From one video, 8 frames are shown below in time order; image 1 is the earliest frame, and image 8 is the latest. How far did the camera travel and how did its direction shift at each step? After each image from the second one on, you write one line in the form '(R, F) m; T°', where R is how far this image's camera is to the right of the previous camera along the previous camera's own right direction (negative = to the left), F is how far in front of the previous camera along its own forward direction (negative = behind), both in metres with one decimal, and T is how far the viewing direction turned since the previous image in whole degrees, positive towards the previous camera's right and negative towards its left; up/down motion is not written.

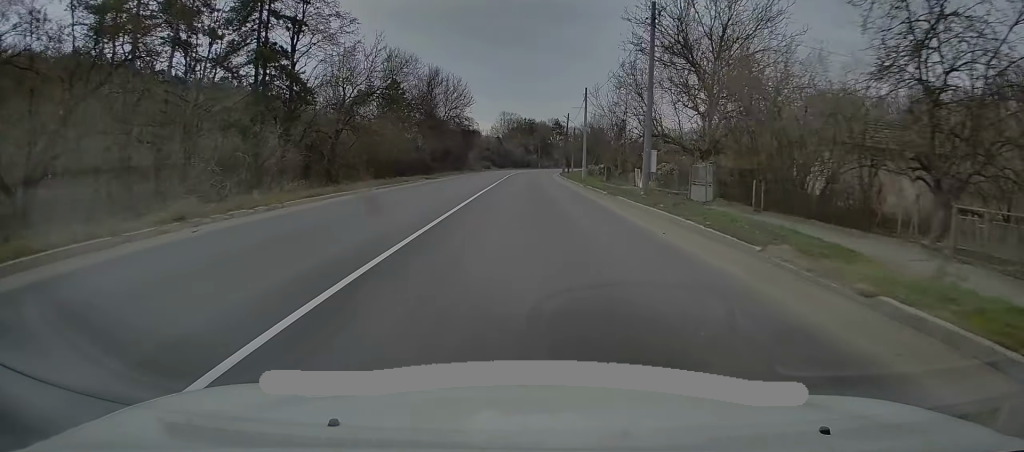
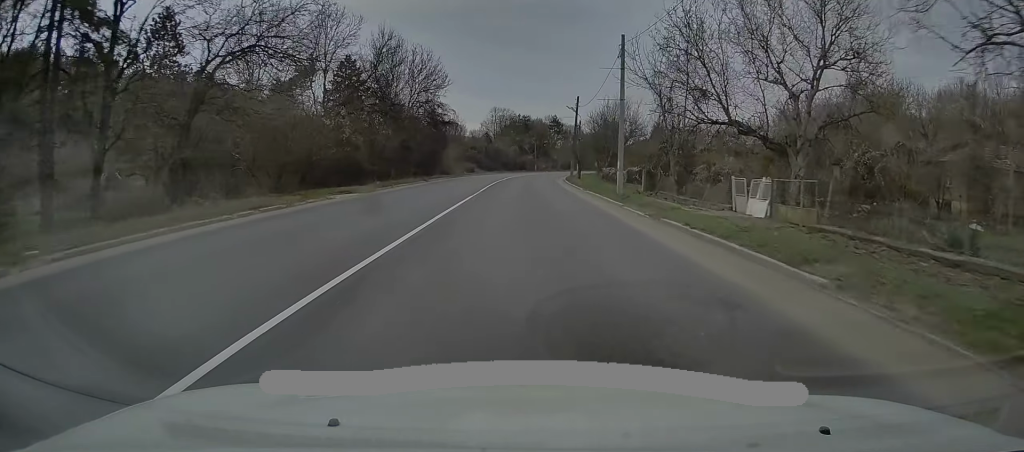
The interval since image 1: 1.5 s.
(+0.1, +22.1) m; 0°
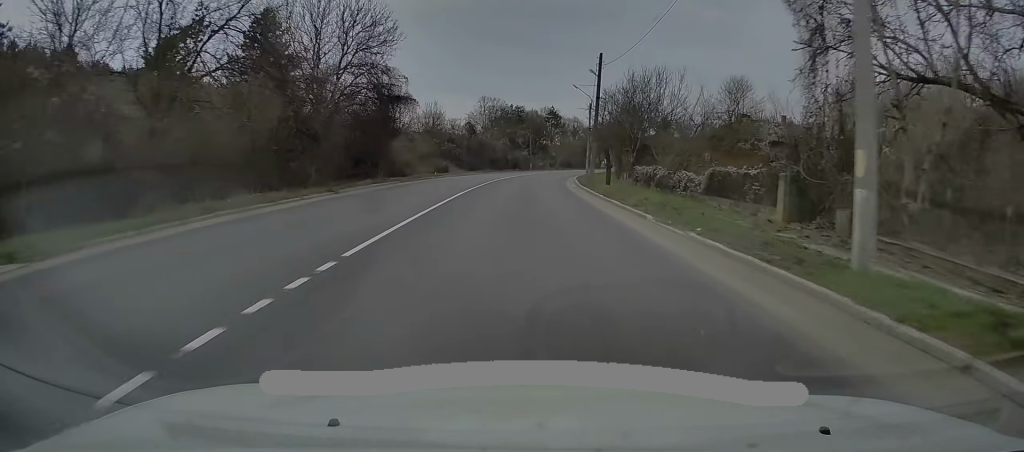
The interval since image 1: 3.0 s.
(0.0, +22.1) m; +1°
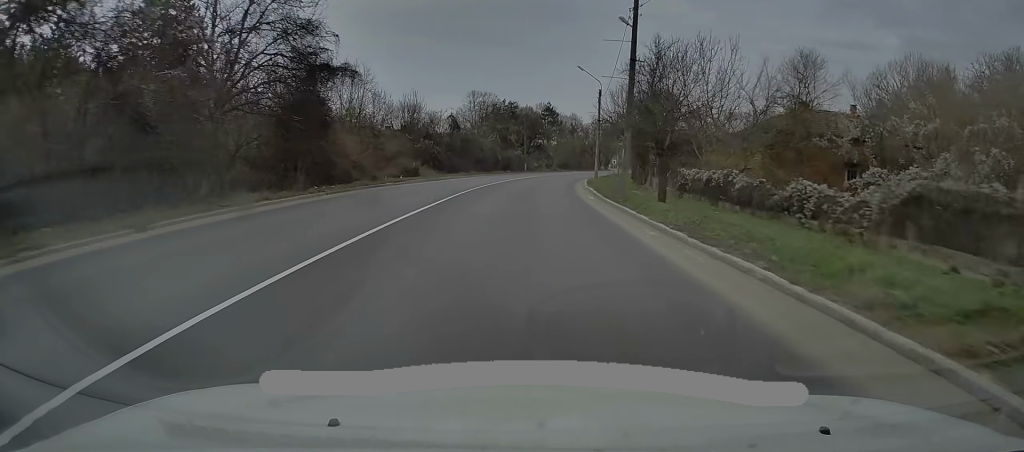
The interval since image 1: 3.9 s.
(+0.2, +14.0) m; +1°
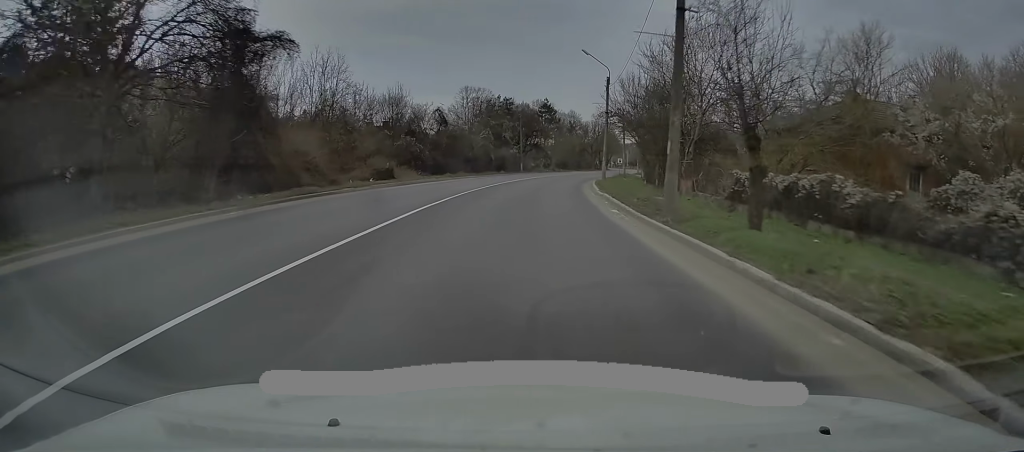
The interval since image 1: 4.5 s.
(0.0, +8.0) m; 0°
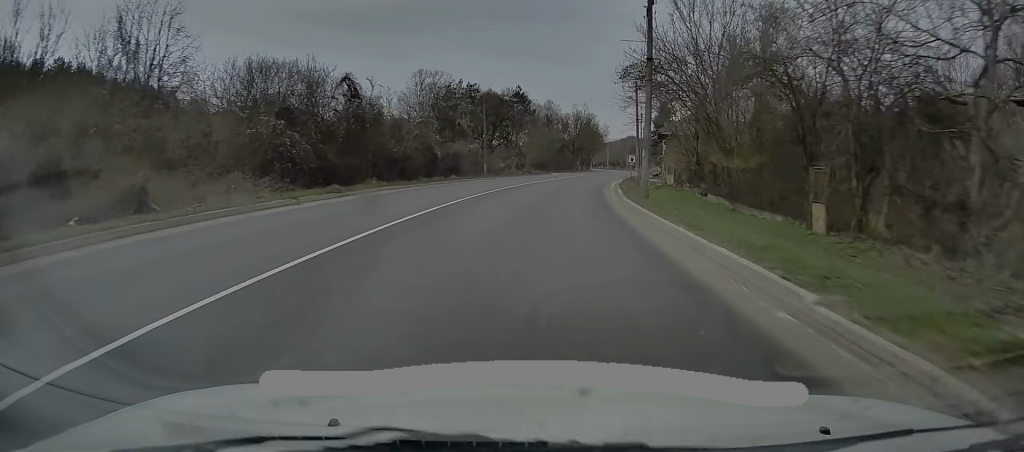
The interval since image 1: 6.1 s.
(+0.2, +24.9) m; +2°
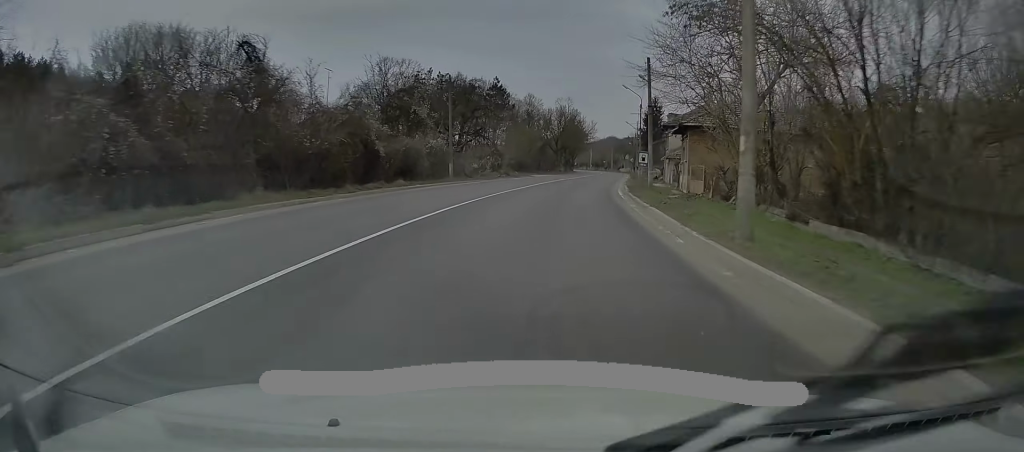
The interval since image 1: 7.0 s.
(+0.3, +12.5) m; +2°
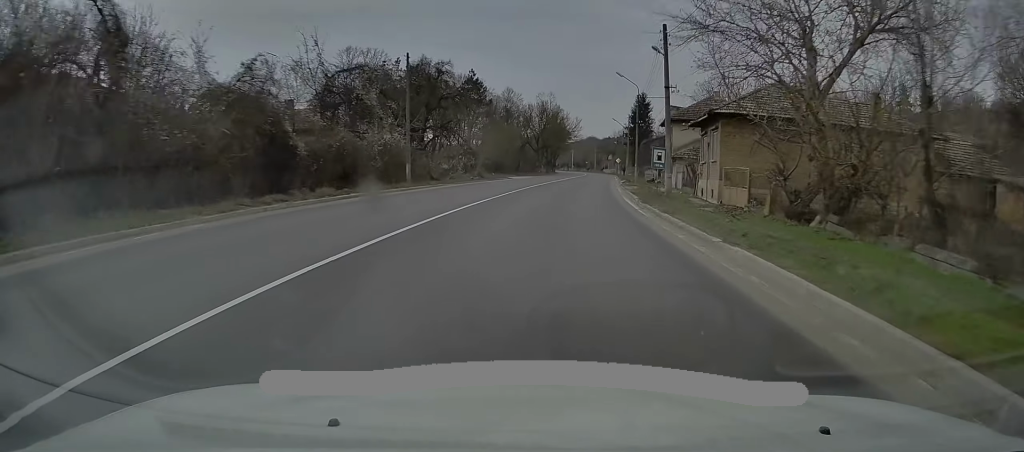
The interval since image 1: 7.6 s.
(+0.2, +9.6) m; +2°
